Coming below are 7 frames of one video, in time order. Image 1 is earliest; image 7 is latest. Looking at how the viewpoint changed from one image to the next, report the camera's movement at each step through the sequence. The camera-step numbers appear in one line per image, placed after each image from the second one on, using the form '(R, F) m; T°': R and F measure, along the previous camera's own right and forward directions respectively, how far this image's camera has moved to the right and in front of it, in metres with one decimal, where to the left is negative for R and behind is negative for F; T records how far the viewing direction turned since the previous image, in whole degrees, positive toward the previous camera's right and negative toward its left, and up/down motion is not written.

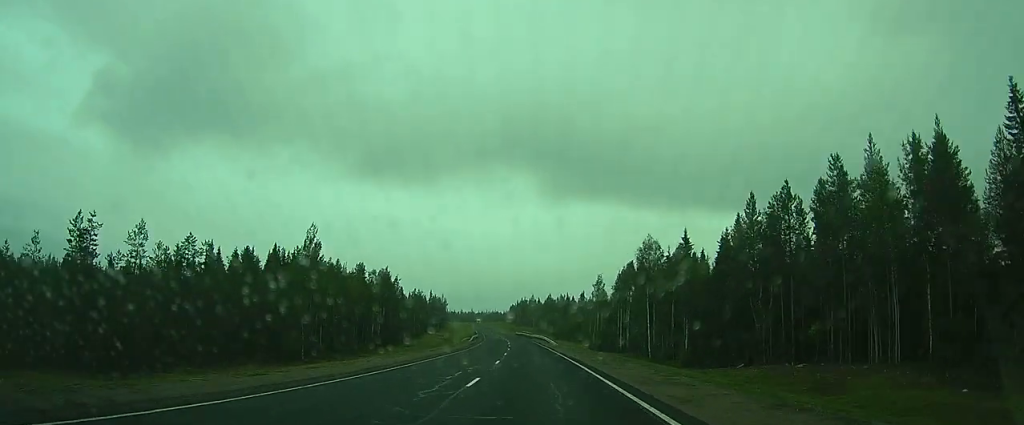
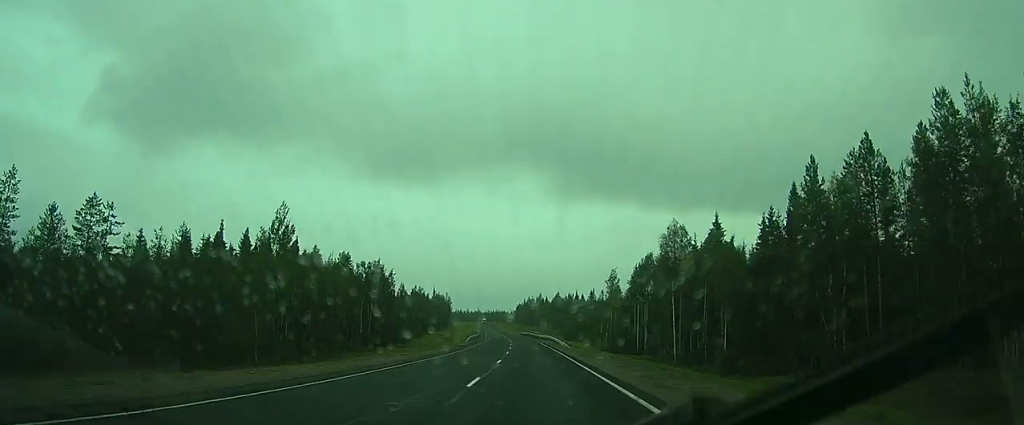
(0.0, +12.5) m; 0°
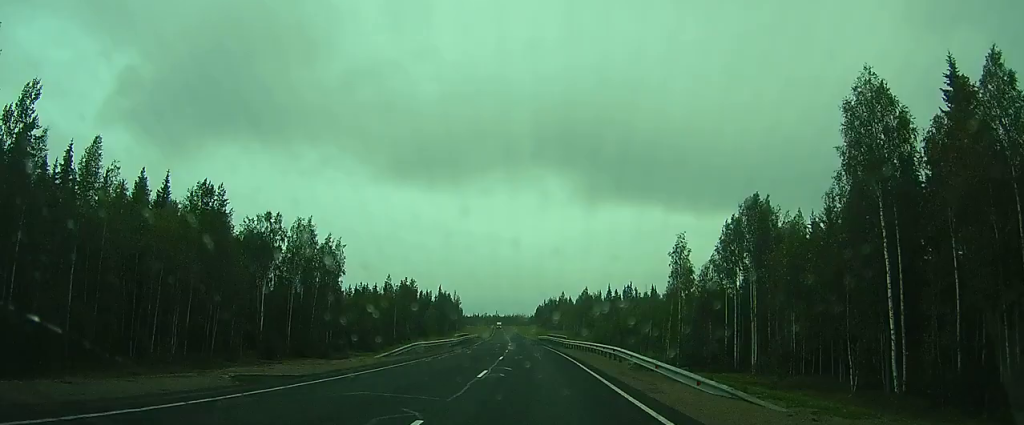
(-0.7, +45.7) m; -2°
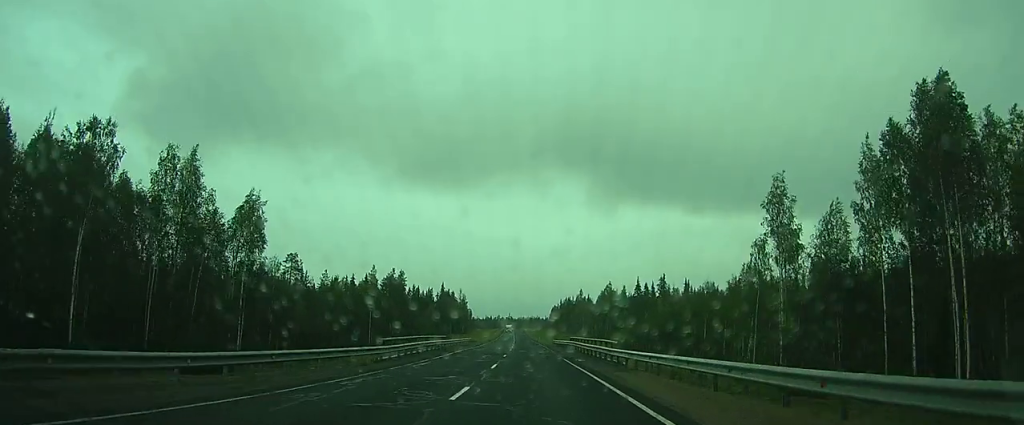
(-0.3, +29.8) m; -1°
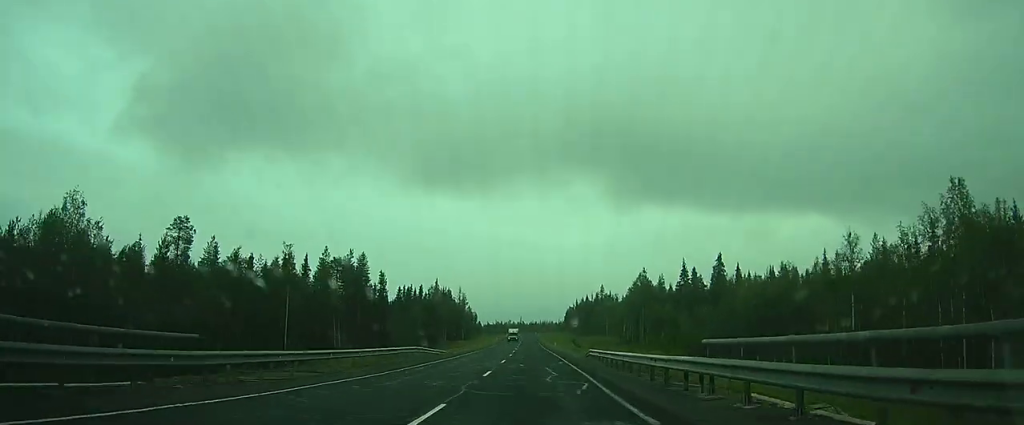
(-0.6, +39.3) m; -2°
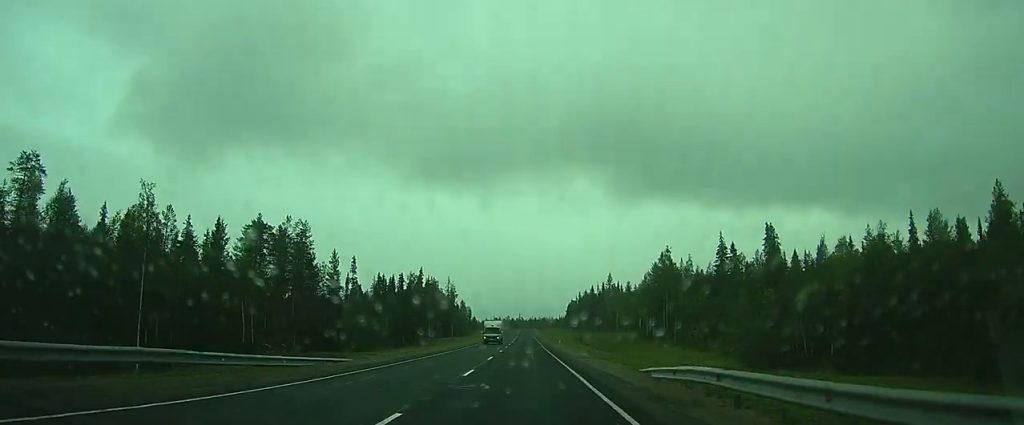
(-0.2, +25.5) m; -1°
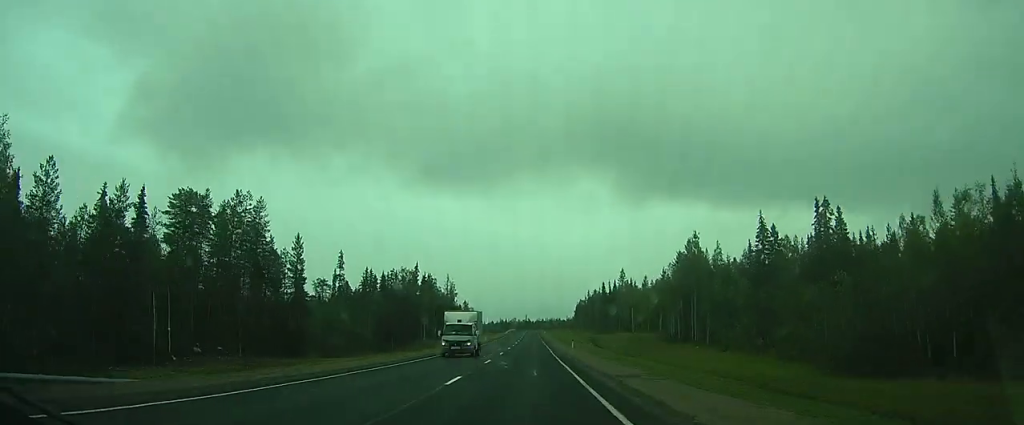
(+0.1, +15.0) m; -1°
